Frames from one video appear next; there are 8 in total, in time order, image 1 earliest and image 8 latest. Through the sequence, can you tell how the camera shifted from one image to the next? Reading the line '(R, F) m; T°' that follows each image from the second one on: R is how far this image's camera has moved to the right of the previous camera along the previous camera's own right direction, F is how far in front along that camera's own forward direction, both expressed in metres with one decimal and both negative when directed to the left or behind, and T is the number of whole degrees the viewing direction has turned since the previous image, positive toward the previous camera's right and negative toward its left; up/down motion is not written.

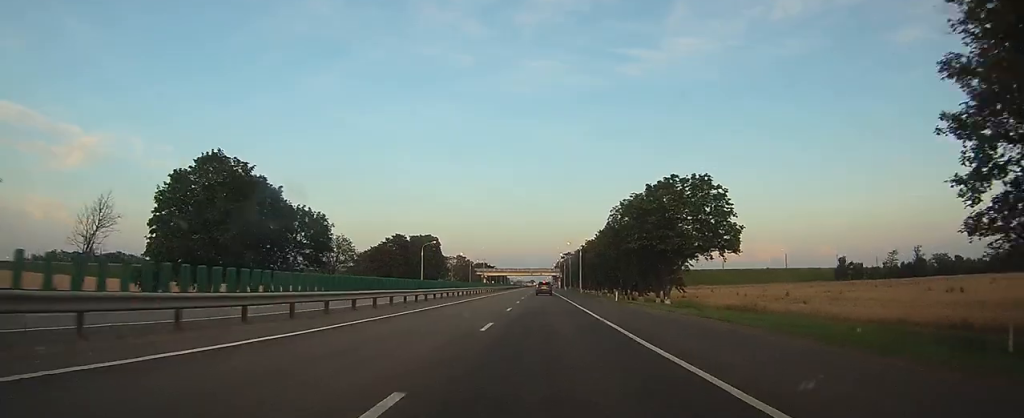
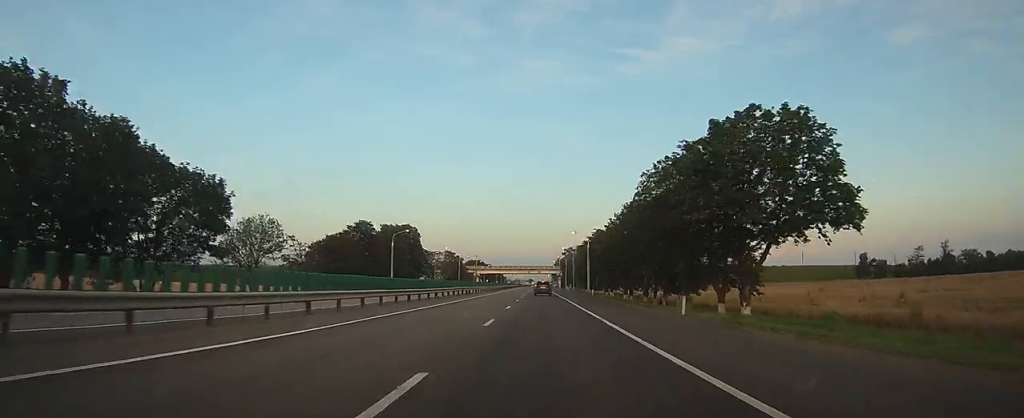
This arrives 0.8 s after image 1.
(0.0, +22.7) m; 0°
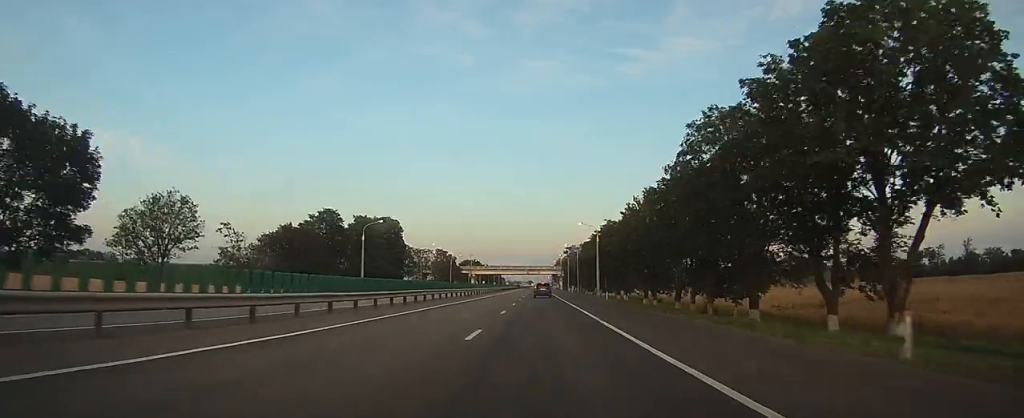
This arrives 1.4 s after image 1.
(0.0, +16.0) m; 0°
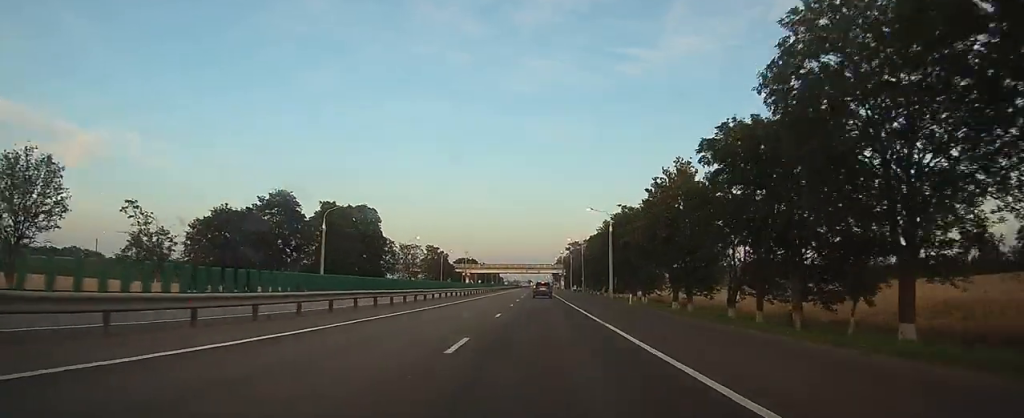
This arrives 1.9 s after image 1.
(0.0, +14.9) m; 0°
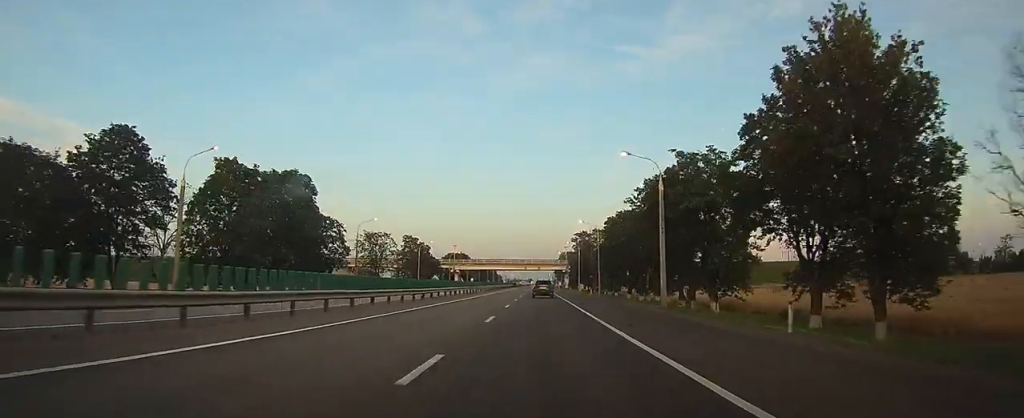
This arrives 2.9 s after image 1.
(0.0, +27.7) m; 0°
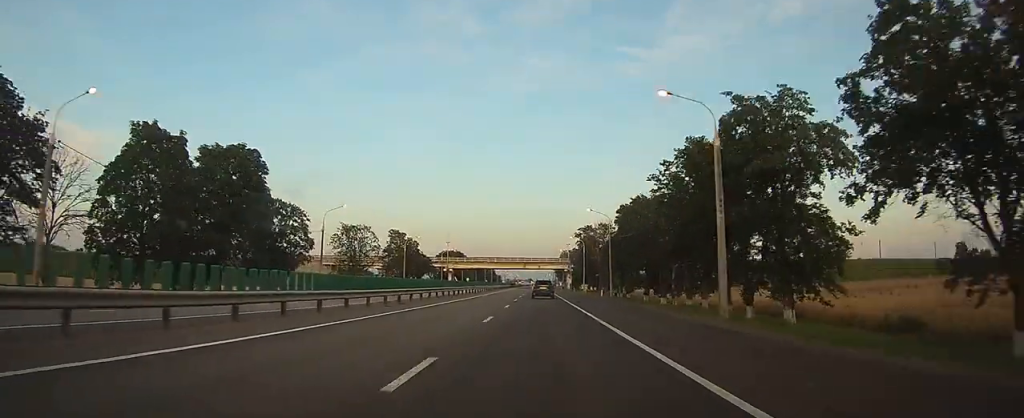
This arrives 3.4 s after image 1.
(0.0, +12.7) m; 0°
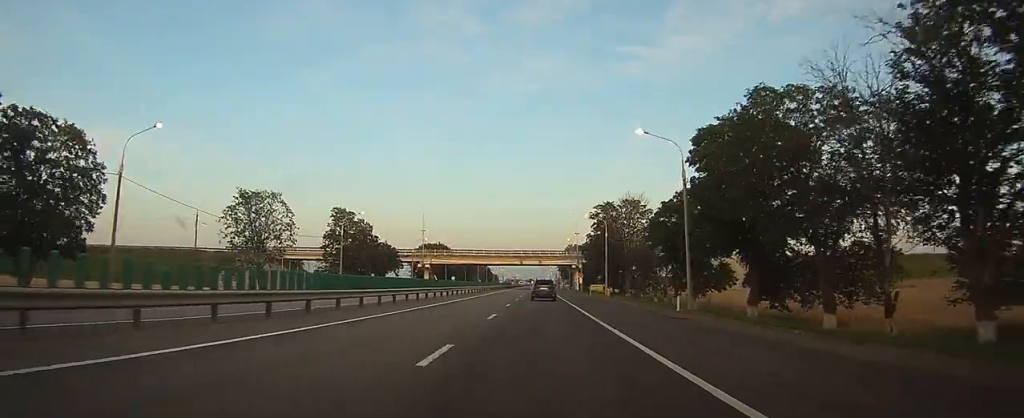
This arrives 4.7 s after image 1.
(0.0, +34.8) m; 0°
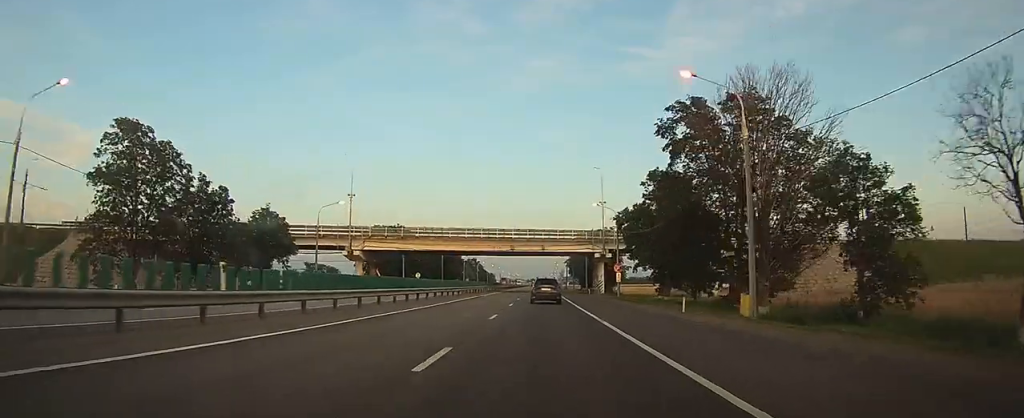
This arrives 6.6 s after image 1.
(+0.1, +50.2) m; 0°
